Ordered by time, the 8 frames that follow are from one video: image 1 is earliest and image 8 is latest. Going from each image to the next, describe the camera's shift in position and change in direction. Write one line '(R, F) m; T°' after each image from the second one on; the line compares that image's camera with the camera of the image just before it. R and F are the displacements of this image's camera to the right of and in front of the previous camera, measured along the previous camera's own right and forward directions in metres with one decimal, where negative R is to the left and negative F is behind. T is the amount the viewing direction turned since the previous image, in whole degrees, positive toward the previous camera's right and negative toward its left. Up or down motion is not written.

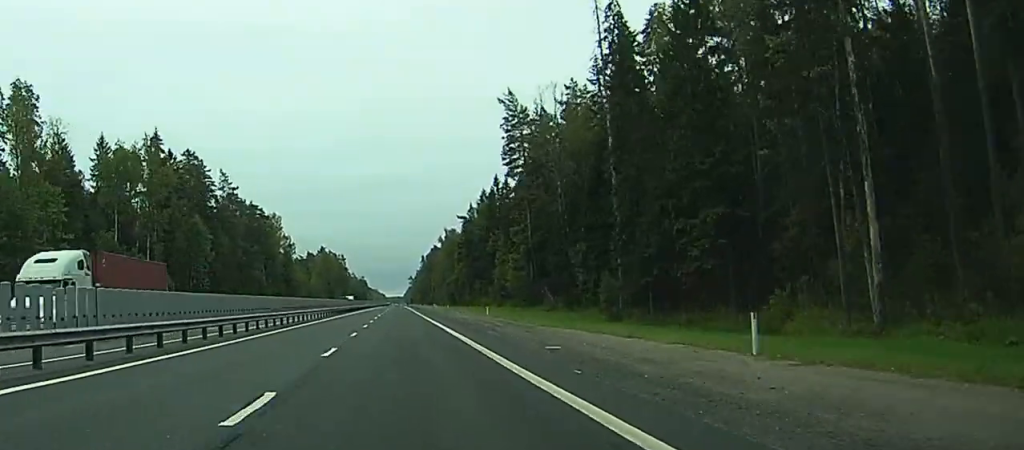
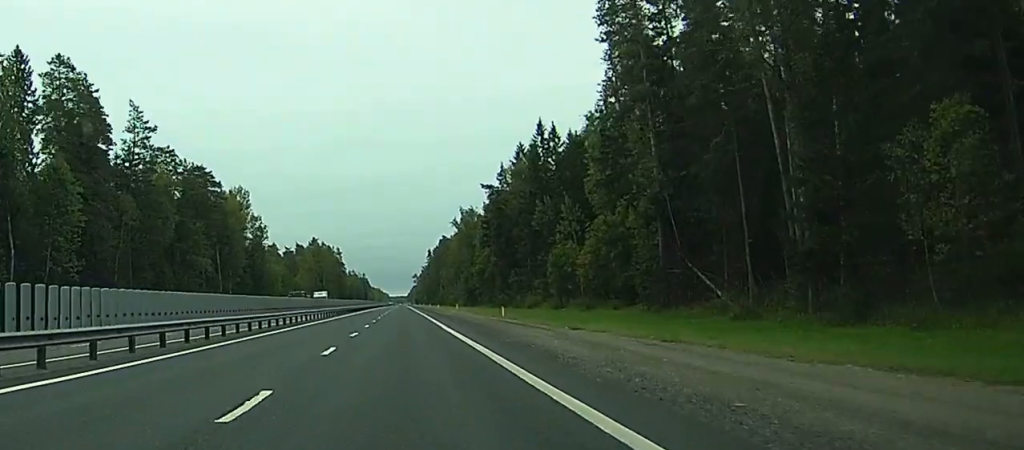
(-0.2, +58.9) m; 0°
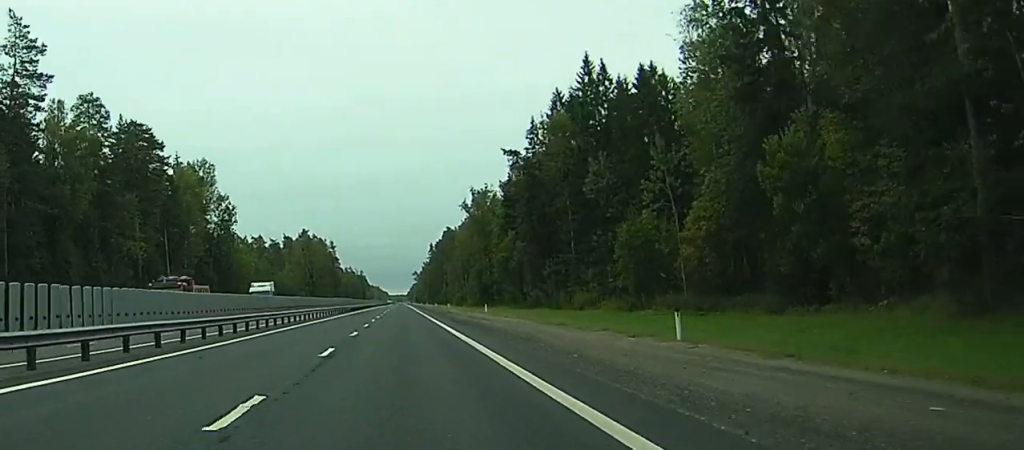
(+0.2, +35.5) m; 0°
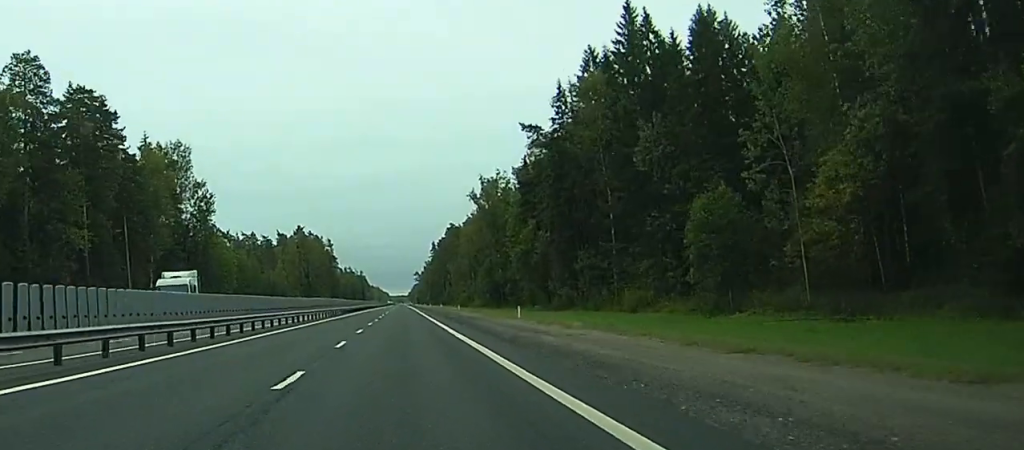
(-0.1, +18.9) m; 0°
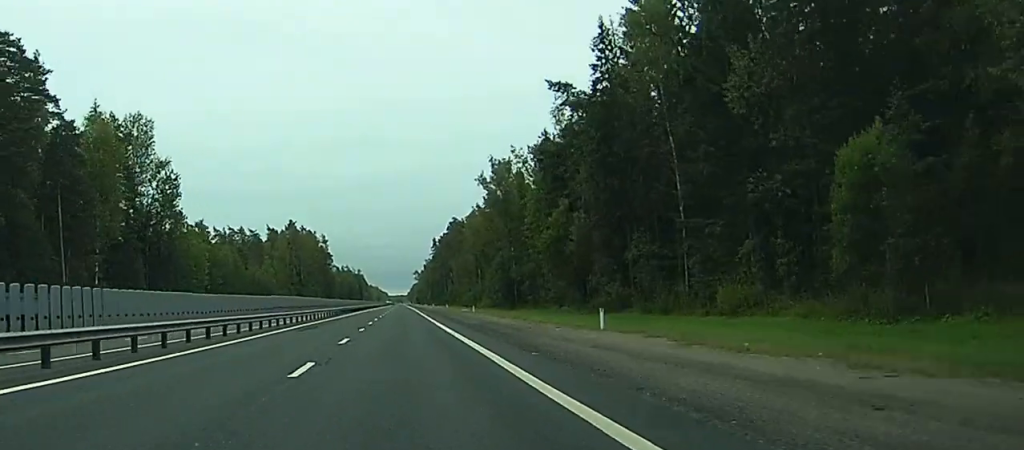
(0.0, +20.7) m; 0°
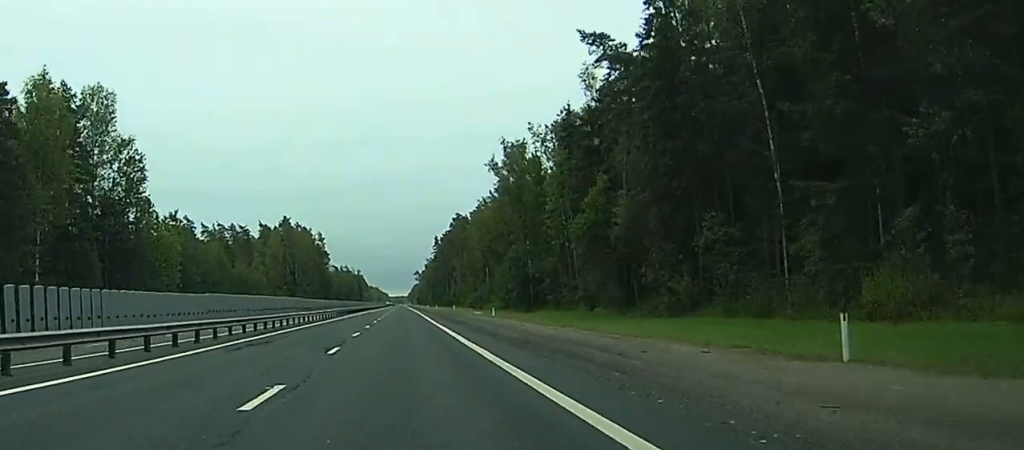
(0.0, +16.1) m; 0°
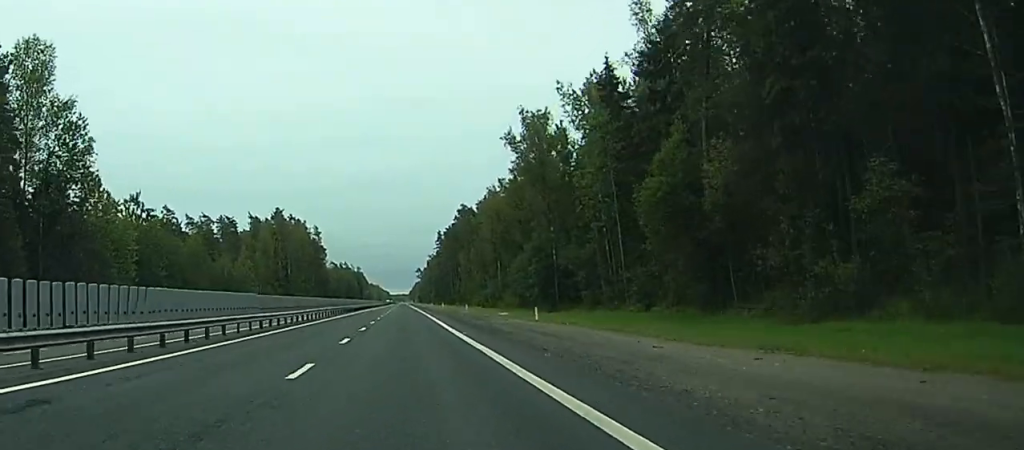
(0.0, +18.8) m; 0°
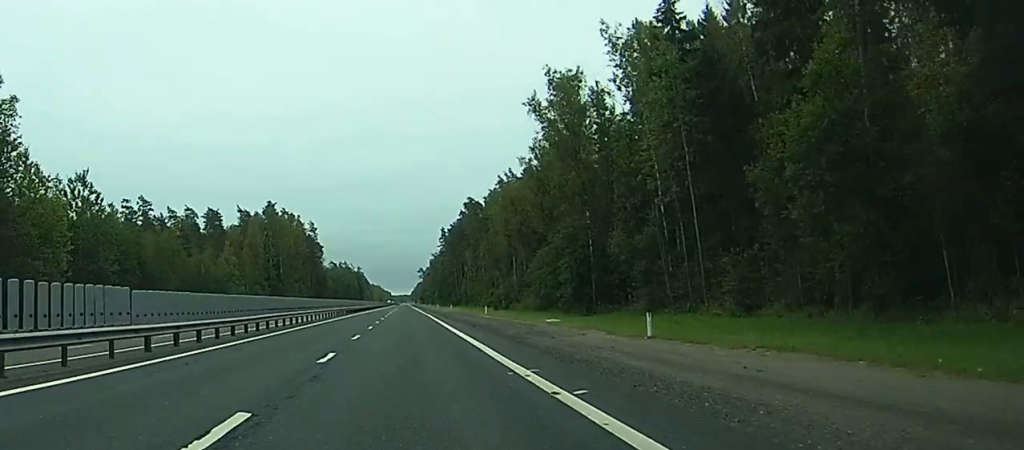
(0.0, +18.7) m; 0°
